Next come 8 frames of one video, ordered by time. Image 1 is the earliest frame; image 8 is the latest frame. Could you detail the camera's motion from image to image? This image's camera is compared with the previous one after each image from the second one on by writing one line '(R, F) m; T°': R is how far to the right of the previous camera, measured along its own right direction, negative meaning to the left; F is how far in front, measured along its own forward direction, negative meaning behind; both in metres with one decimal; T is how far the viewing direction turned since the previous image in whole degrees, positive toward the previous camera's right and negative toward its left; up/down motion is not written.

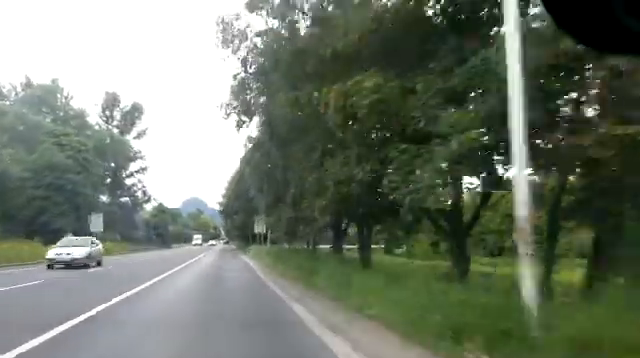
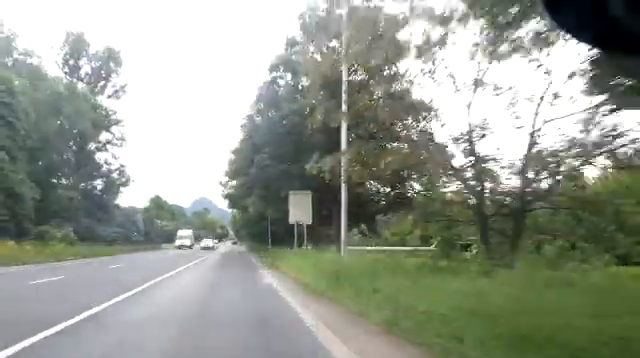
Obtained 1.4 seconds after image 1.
(0.0, +24.3) m; 0°
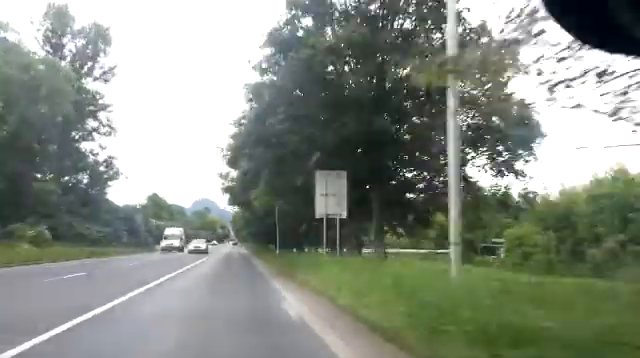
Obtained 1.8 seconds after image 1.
(0.0, +7.1) m; 0°
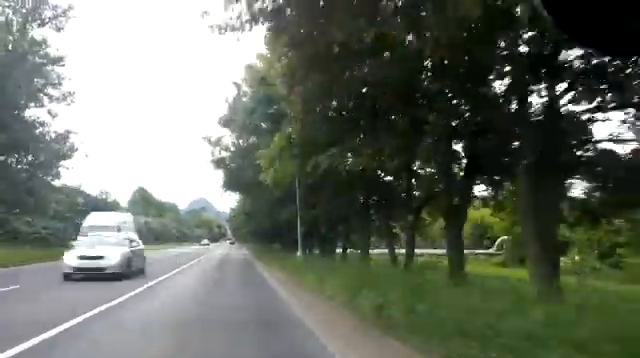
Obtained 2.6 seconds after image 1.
(0.0, +14.0) m; -1°
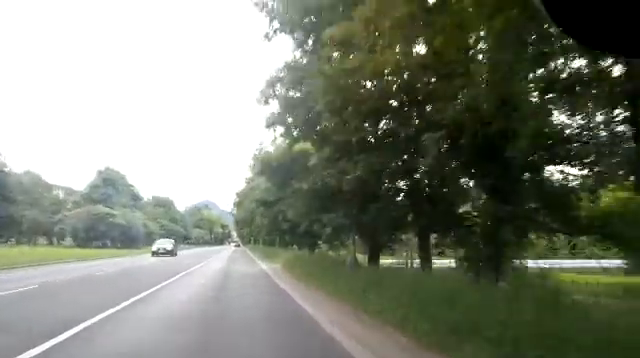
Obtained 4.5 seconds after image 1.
(0.0, +34.4) m; 0°
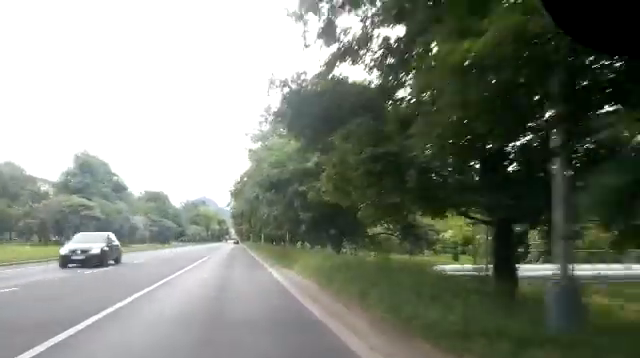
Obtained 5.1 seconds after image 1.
(-0.2, +9.8) m; -1°
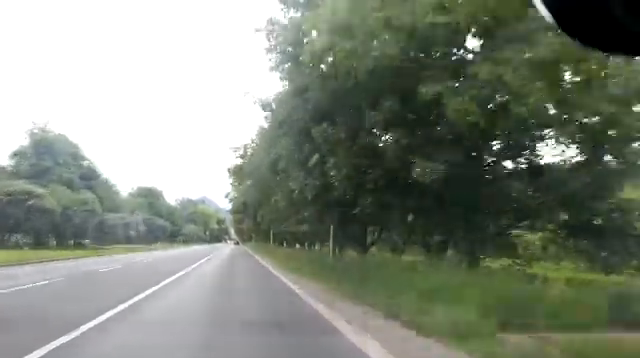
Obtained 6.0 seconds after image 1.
(-0.1, +15.0) m; 0°
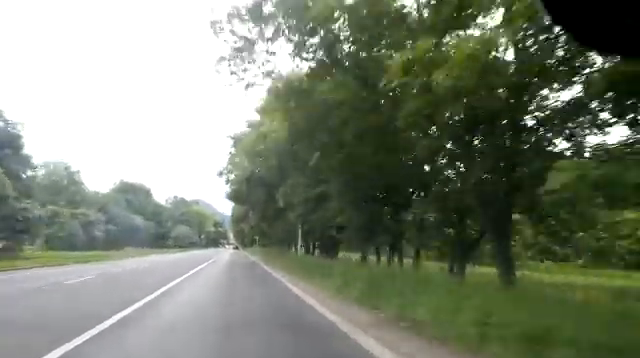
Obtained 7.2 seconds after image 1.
(0.0, +21.6) m; 0°
